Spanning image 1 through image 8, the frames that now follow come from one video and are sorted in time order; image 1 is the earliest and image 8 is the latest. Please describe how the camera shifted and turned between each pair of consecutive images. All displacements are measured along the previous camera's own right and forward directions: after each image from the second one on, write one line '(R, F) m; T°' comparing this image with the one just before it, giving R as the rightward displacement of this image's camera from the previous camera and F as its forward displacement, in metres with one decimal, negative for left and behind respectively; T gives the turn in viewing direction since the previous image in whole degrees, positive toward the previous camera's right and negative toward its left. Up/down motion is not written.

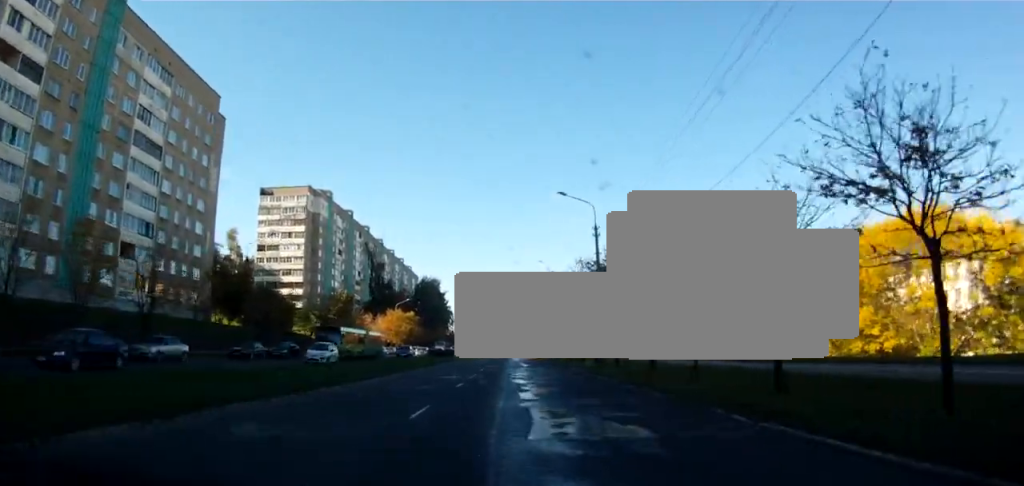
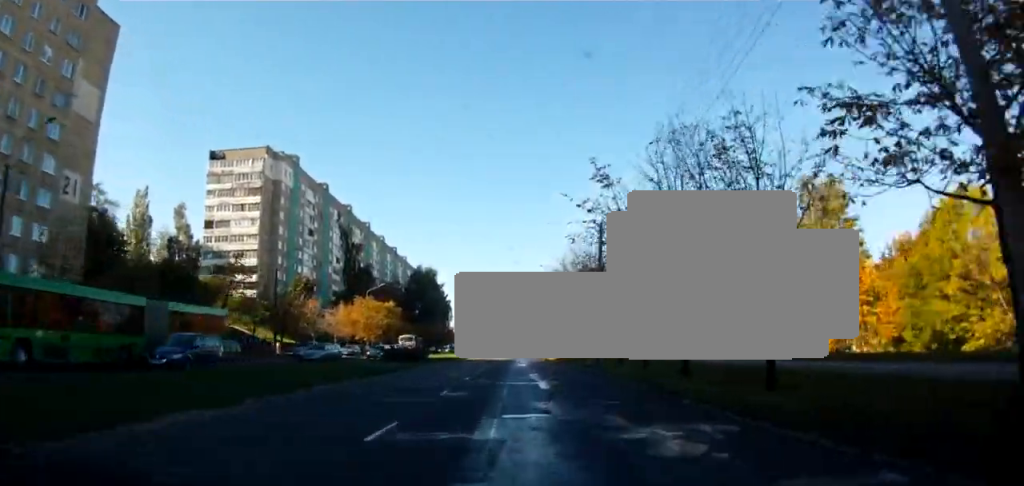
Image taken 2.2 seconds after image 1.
(0.0, +27.1) m; 0°
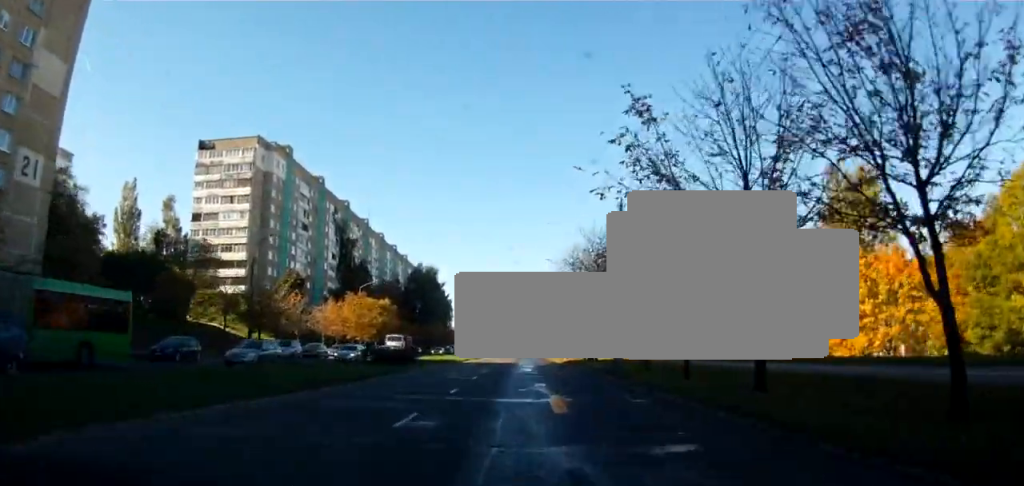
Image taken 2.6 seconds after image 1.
(0.0, +6.0) m; 0°
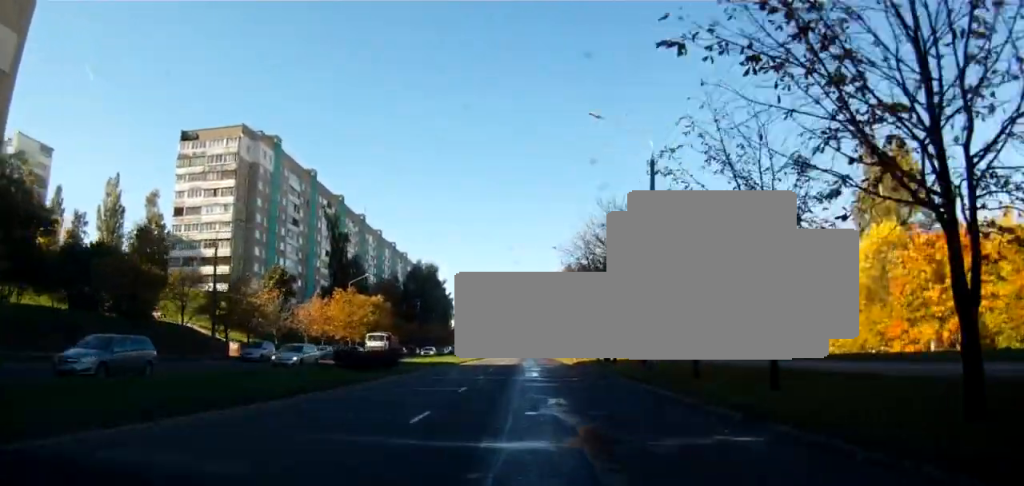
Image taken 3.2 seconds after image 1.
(0.0, +6.3) m; -1°
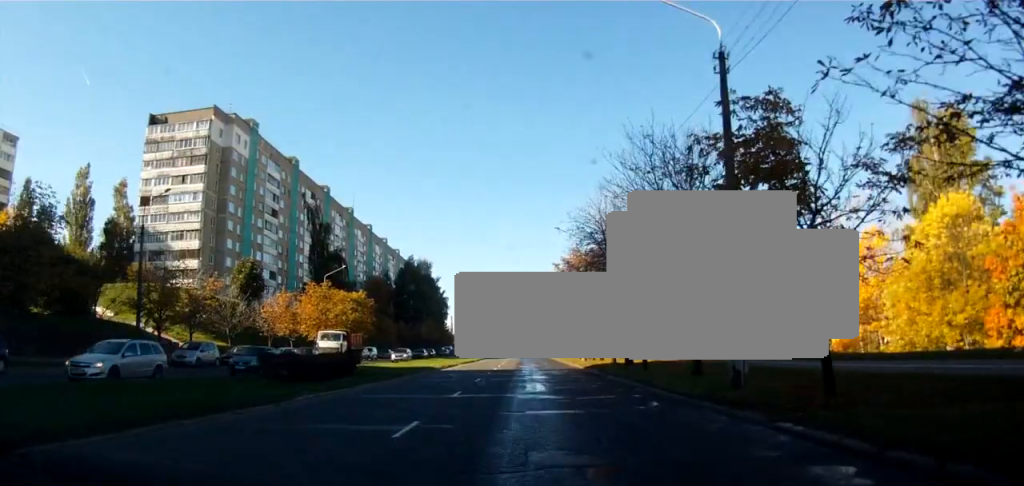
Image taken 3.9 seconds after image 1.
(-0.1, +8.2) m; -1°
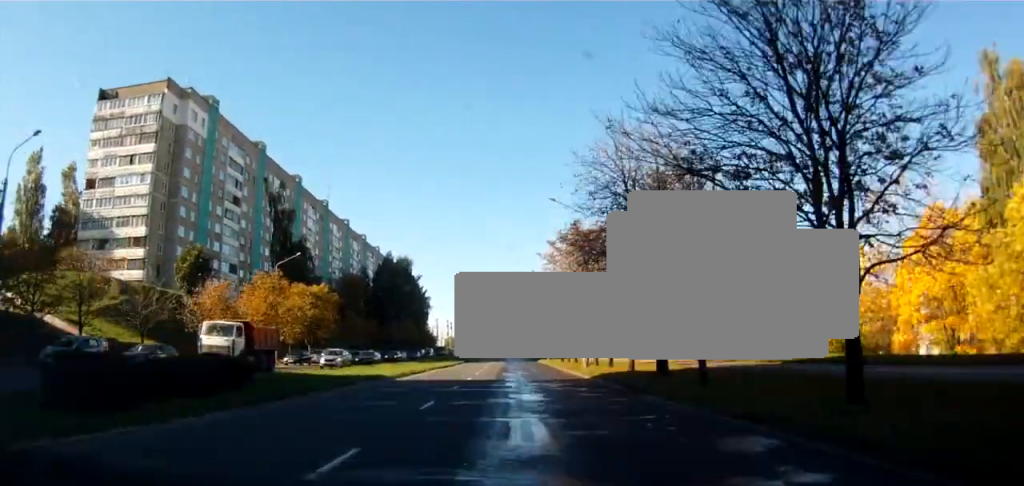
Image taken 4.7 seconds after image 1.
(-0.3, +8.8) m; +1°
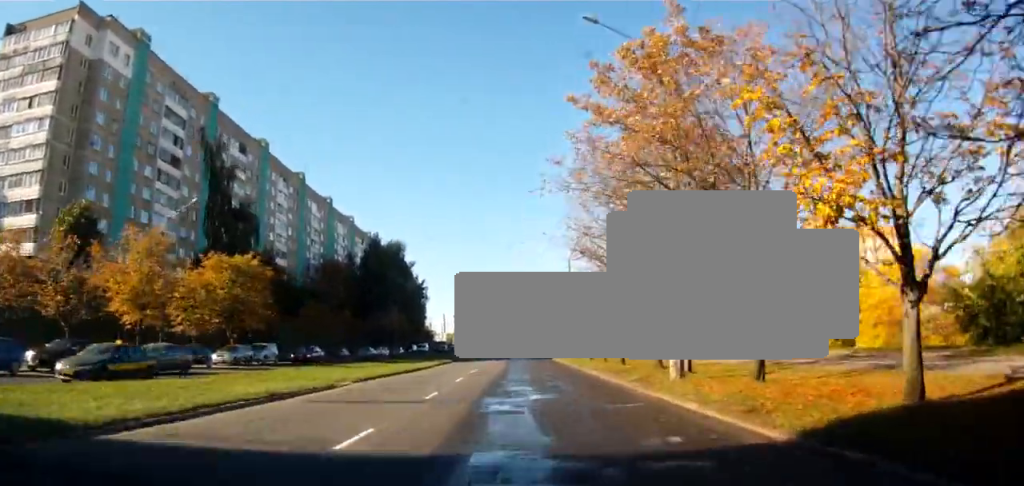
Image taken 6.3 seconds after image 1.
(+0.9, +22.5) m; +2°
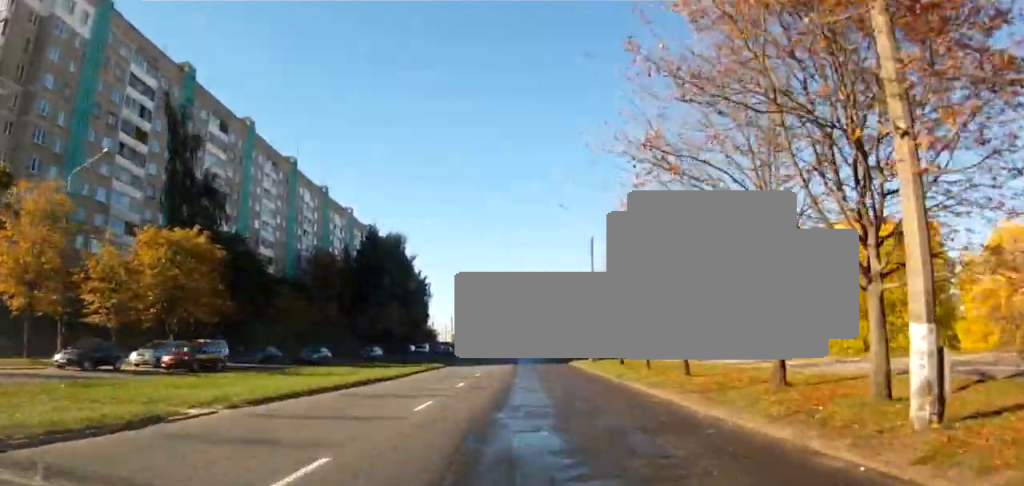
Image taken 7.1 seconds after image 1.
(0.0, +11.9) m; -1°
